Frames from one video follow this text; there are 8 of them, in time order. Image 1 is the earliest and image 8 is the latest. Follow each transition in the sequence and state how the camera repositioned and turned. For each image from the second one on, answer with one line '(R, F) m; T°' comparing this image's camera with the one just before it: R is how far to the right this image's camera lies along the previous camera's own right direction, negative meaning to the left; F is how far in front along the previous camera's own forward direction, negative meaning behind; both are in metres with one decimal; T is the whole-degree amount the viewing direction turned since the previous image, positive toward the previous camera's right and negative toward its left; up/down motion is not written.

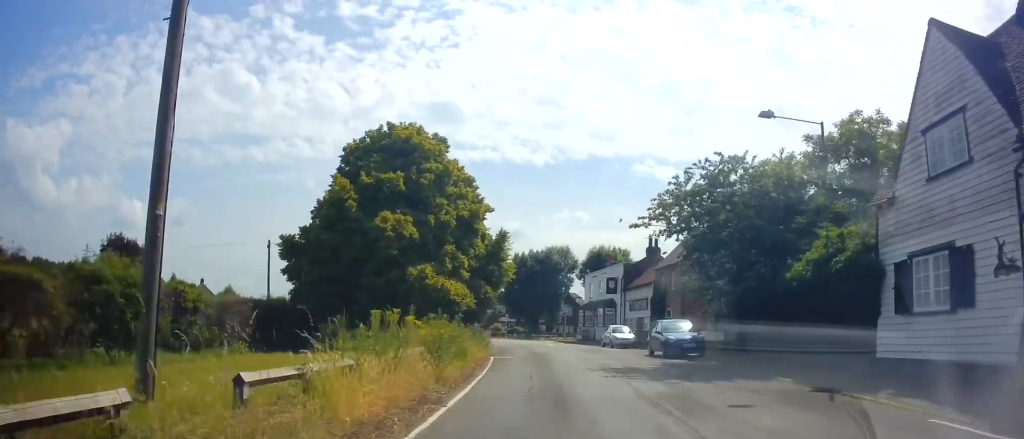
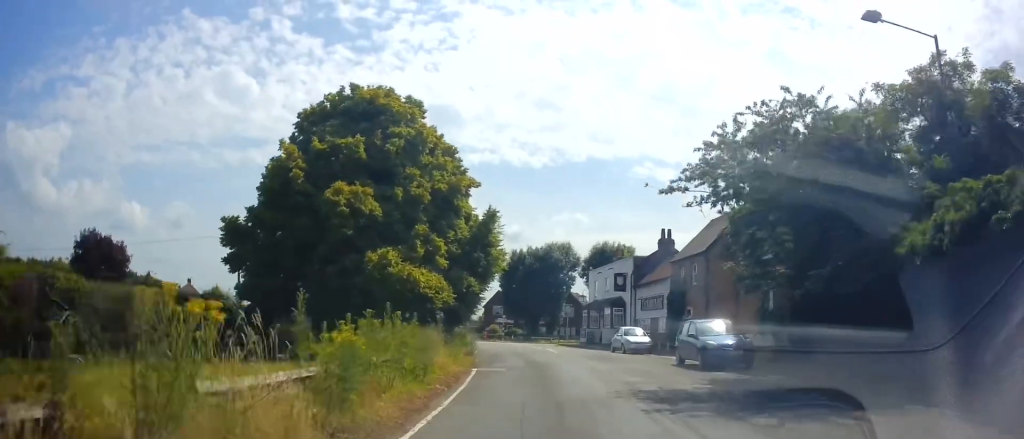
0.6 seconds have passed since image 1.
(0.0, +5.2) m; 0°
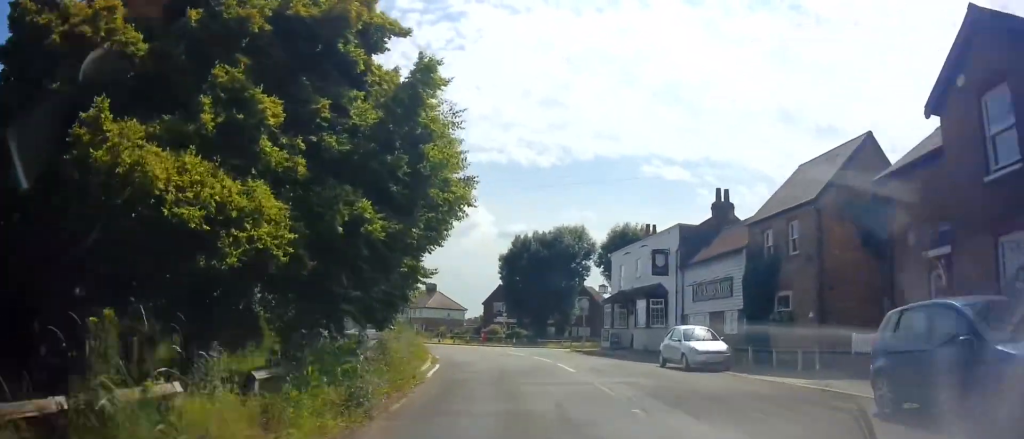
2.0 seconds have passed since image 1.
(0.0, +12.2) m; 0°
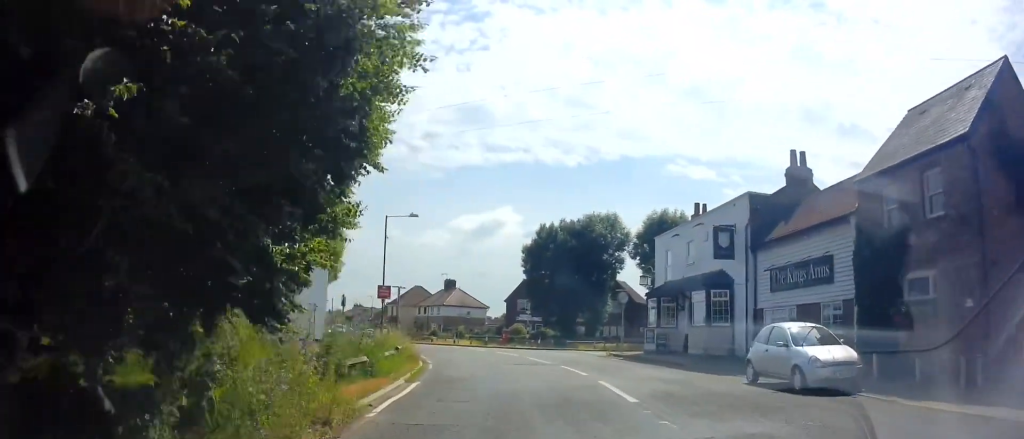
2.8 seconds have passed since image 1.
(0.0, +6.7) m; 0°
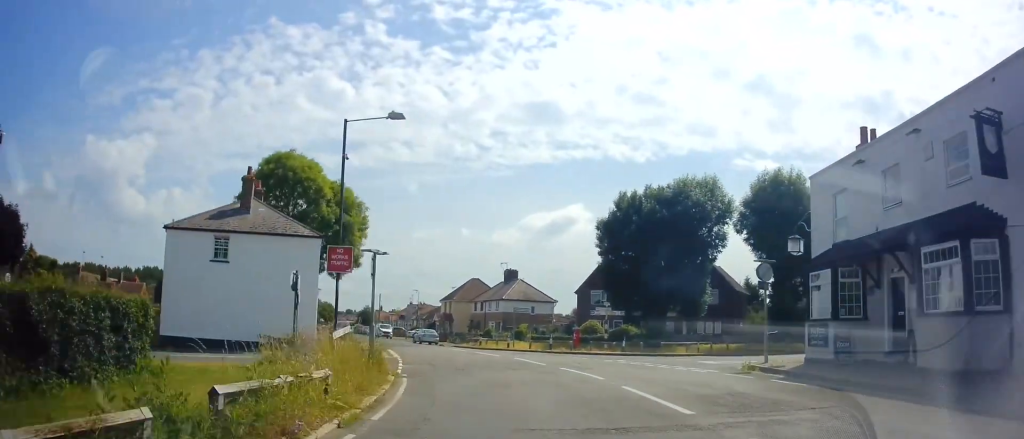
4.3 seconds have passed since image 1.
(-0.1, +12.5) m; -8°
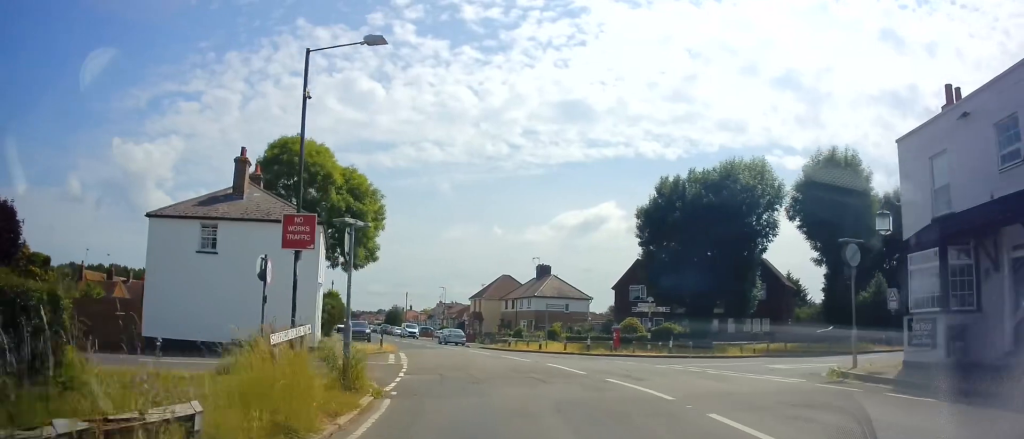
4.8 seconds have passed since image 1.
(-0.3, +3.9) m; -4°
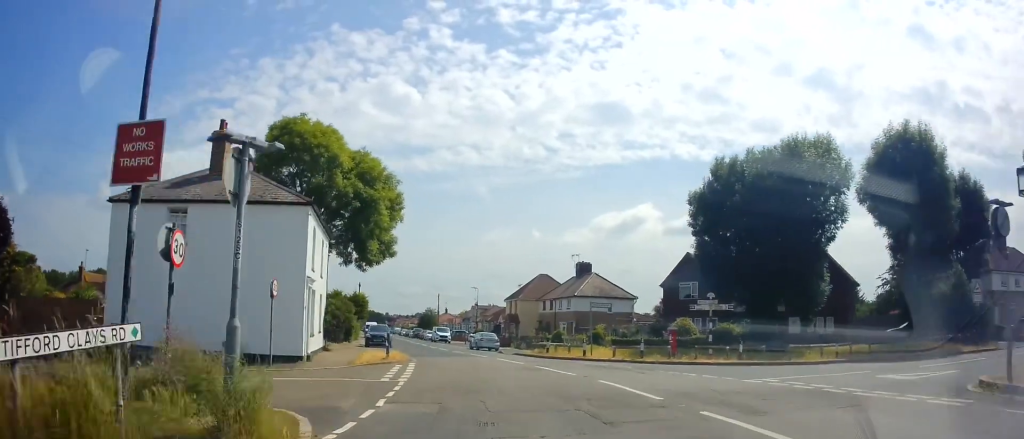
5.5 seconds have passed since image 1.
(-0.5, +5.1) m; -6°
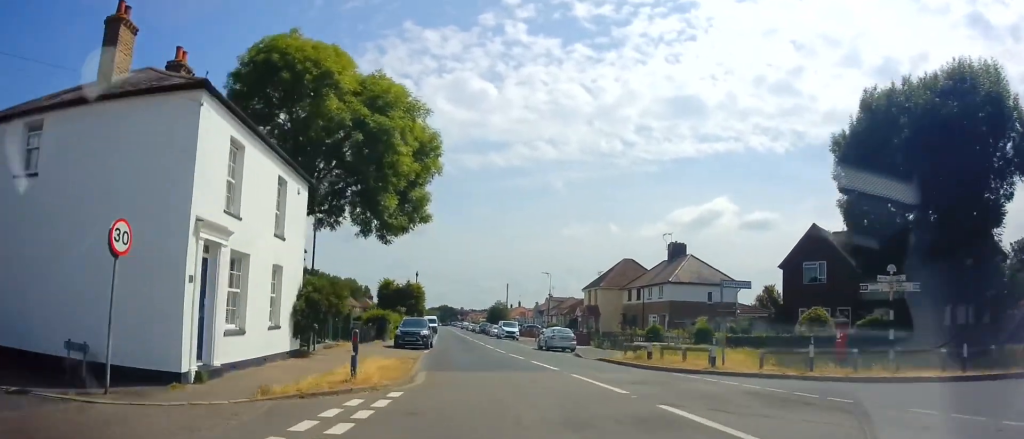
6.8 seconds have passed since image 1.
(-0.3, +10.2) m; -5°
